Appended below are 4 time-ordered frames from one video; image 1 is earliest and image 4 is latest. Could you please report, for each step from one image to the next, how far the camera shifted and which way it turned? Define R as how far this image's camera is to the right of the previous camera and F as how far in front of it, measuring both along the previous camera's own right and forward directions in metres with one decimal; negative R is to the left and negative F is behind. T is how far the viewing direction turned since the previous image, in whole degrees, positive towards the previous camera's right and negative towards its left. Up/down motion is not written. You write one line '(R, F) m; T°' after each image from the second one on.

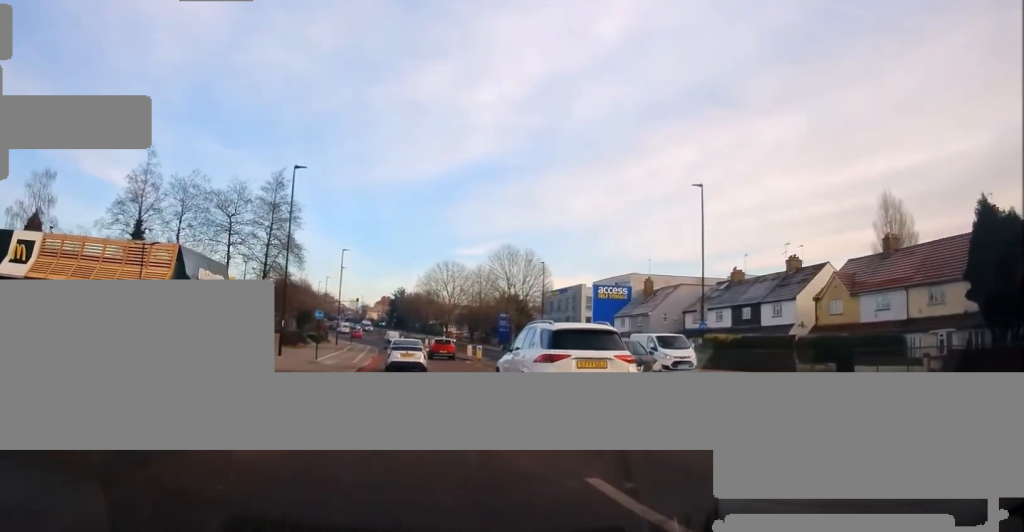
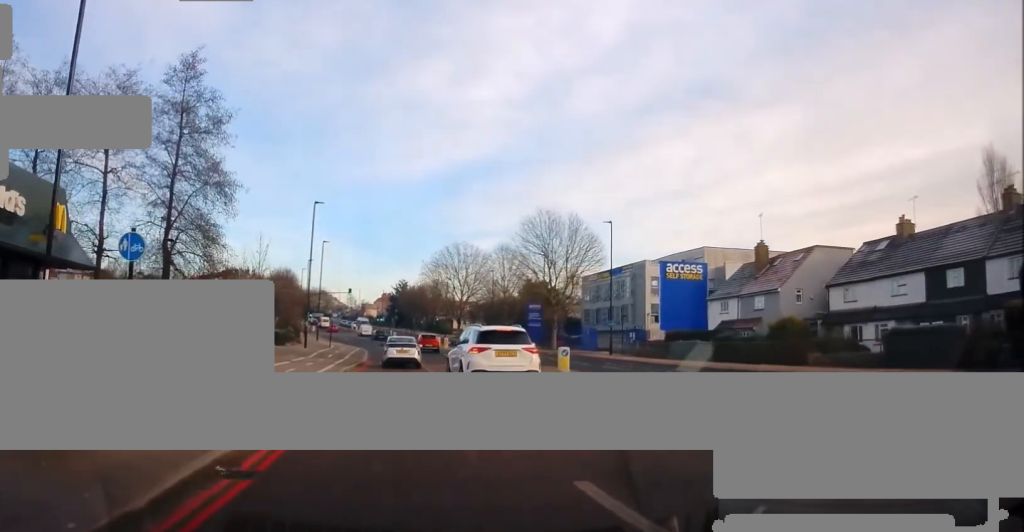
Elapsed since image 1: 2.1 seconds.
(-0.5, +26.3) m; -2°
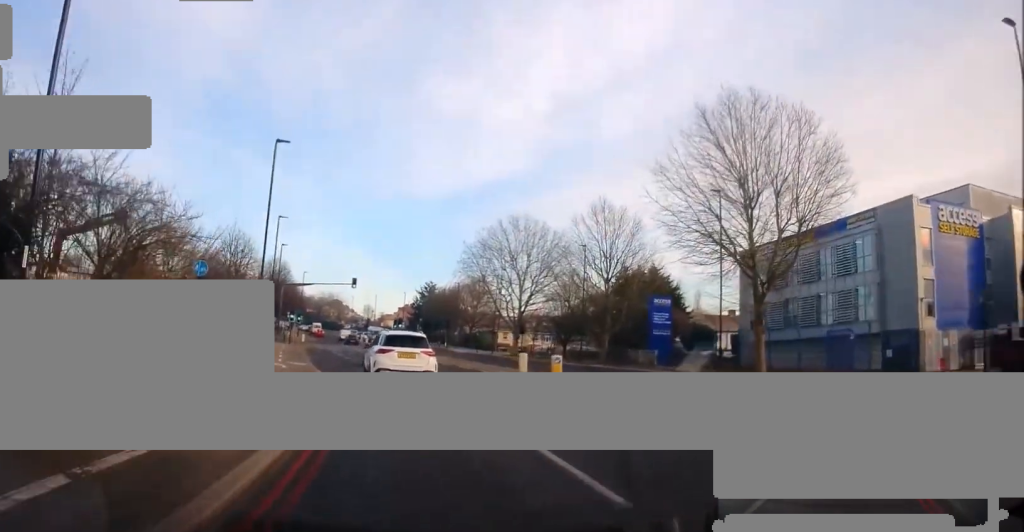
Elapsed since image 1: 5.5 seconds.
(+0.5, +40.1) m; +1°
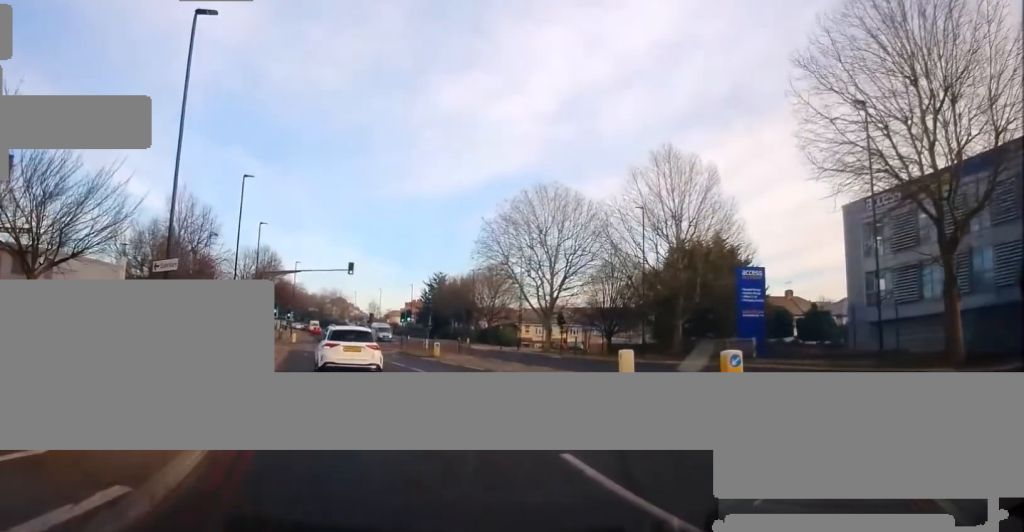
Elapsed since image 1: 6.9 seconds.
(+0.1, +14.4) m; -1°
